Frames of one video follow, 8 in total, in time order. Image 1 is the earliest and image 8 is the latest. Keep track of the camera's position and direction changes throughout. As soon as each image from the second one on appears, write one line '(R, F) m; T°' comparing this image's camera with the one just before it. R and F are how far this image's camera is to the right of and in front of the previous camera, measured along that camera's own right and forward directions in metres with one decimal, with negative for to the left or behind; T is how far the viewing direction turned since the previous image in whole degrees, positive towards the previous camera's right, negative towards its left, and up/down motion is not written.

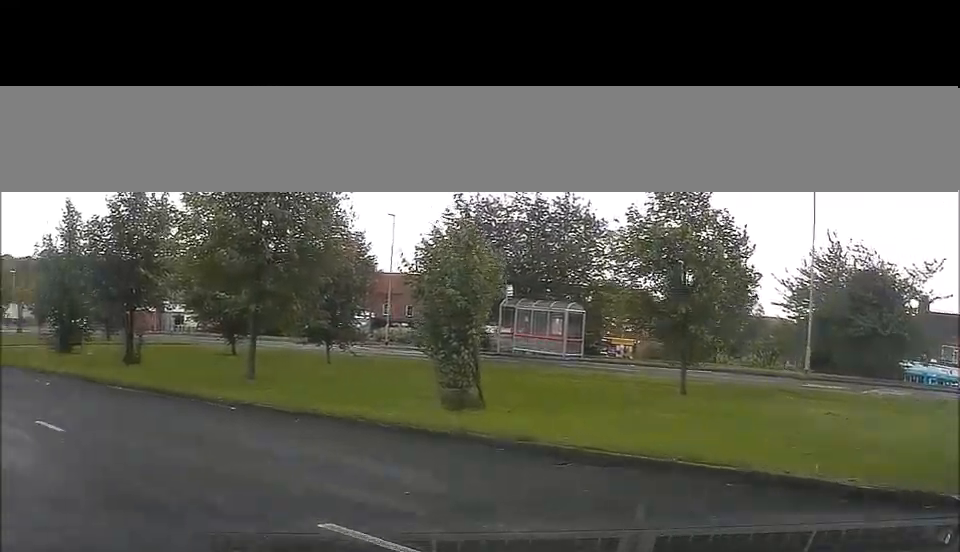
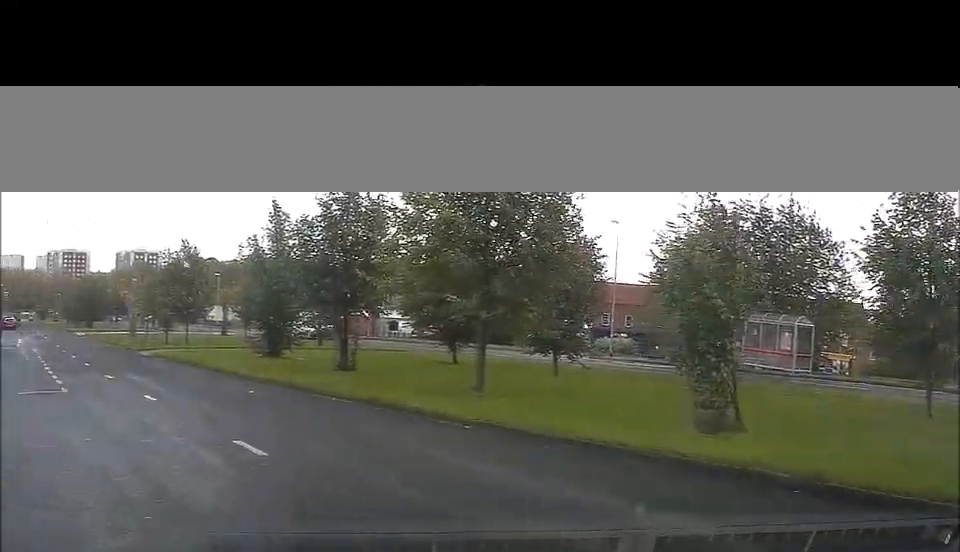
(-0.2, +1.7) m; -5°
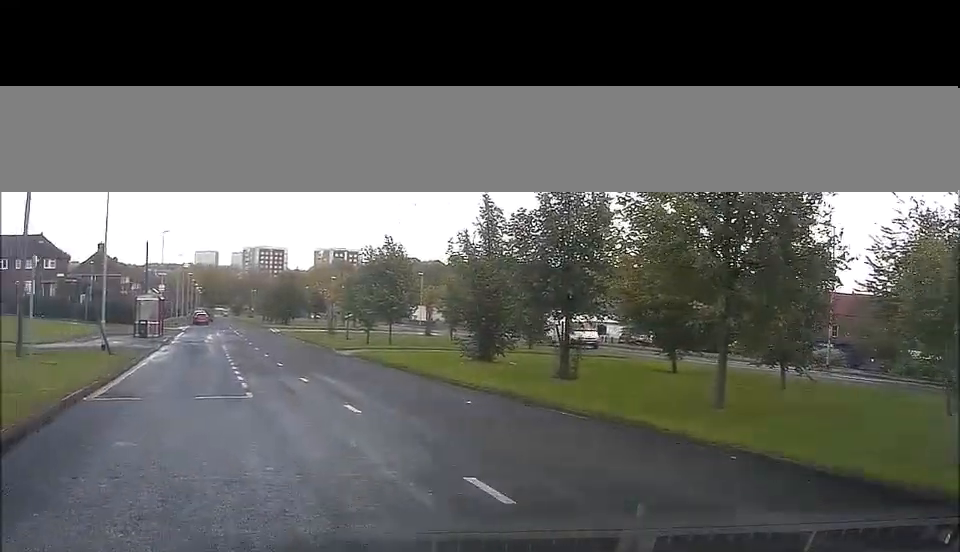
(-0.1, +1.9) m; -5°
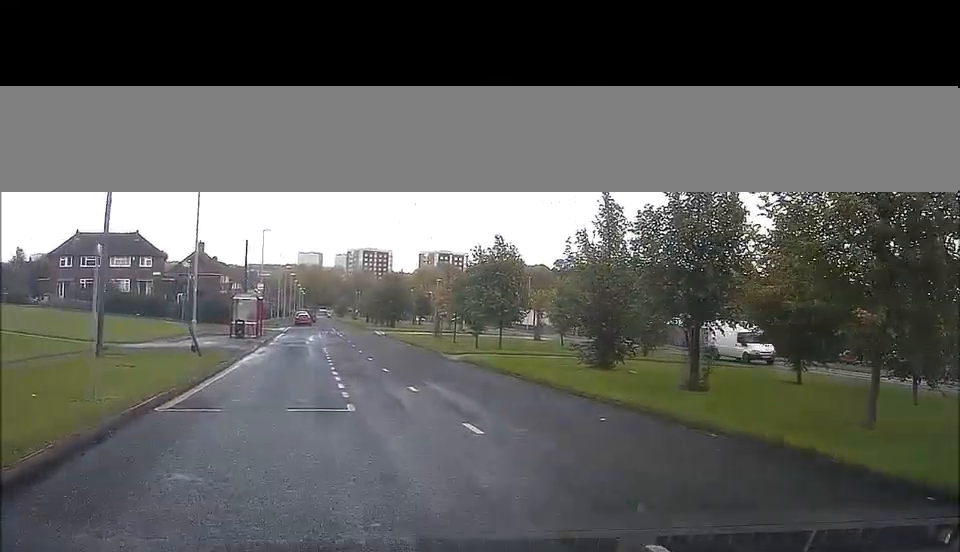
(-0.1, +2.1) m; -1°
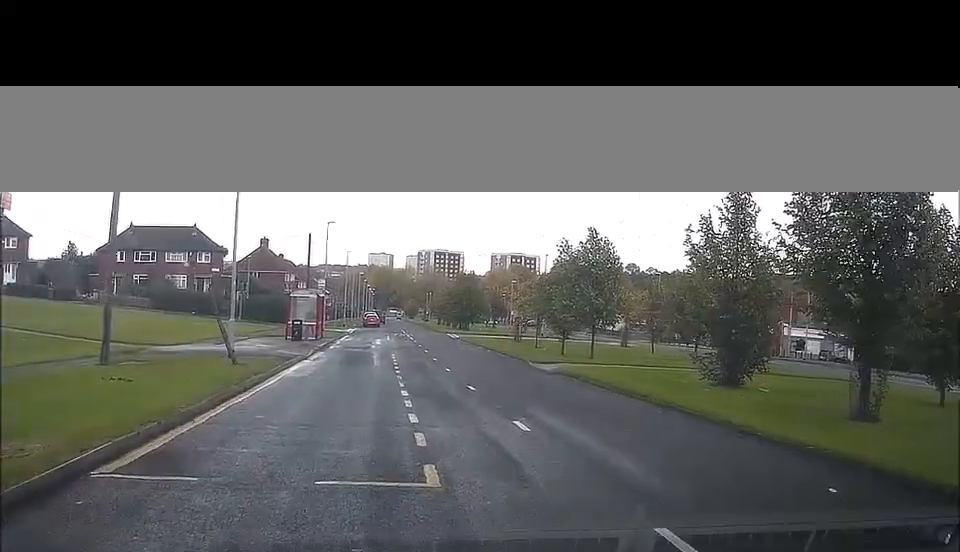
(0.0, +4.4) m; -4°
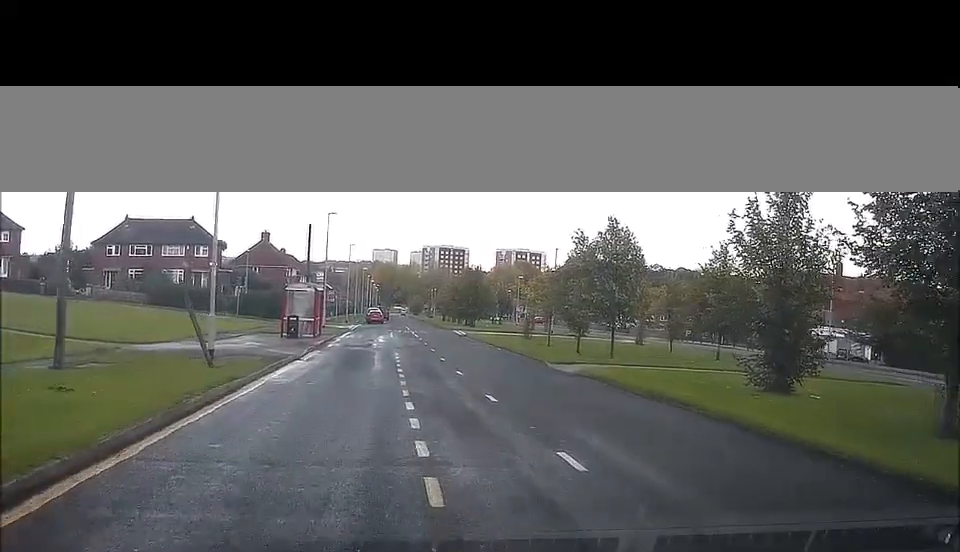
(+0.1, +2.0) m; -3°
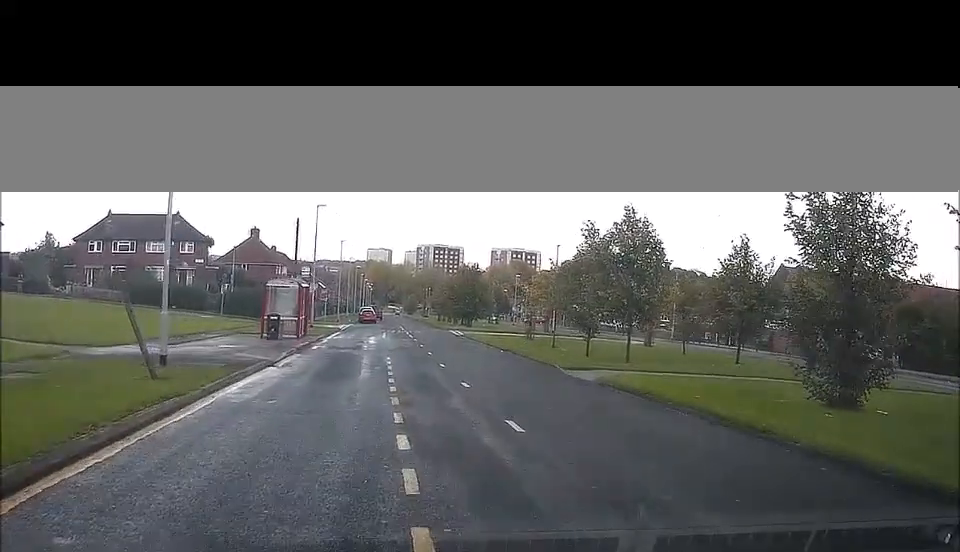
(-0.3, +3.0) m; -1°
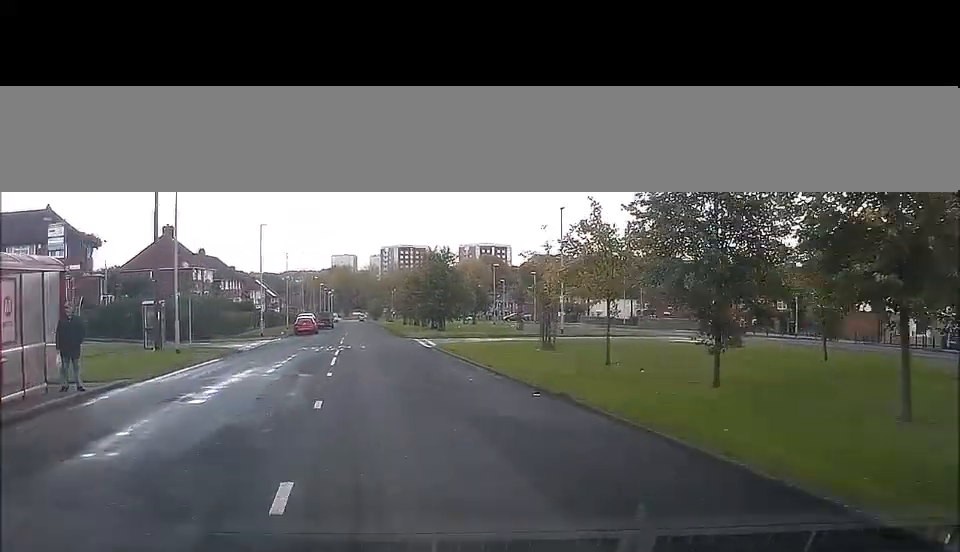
(+0.9, +23.0) m; +2°
